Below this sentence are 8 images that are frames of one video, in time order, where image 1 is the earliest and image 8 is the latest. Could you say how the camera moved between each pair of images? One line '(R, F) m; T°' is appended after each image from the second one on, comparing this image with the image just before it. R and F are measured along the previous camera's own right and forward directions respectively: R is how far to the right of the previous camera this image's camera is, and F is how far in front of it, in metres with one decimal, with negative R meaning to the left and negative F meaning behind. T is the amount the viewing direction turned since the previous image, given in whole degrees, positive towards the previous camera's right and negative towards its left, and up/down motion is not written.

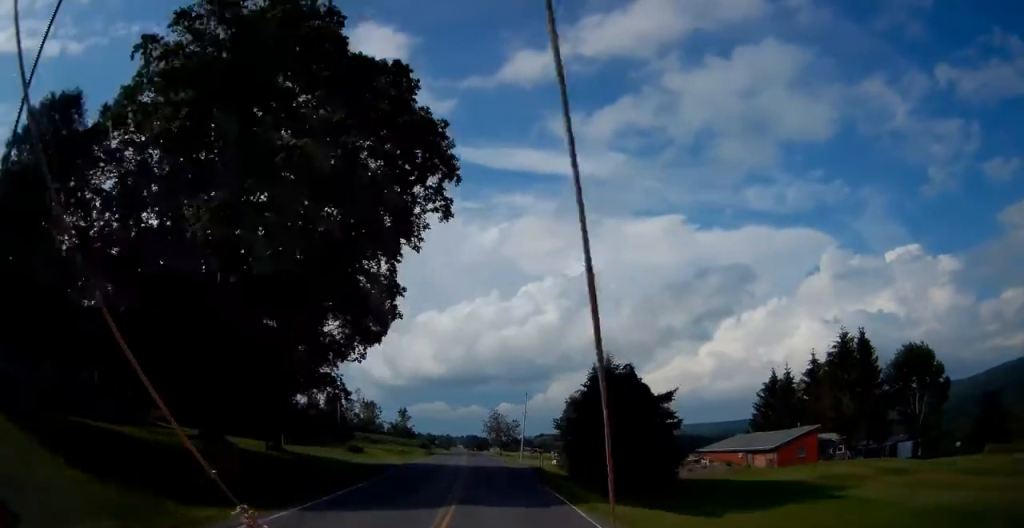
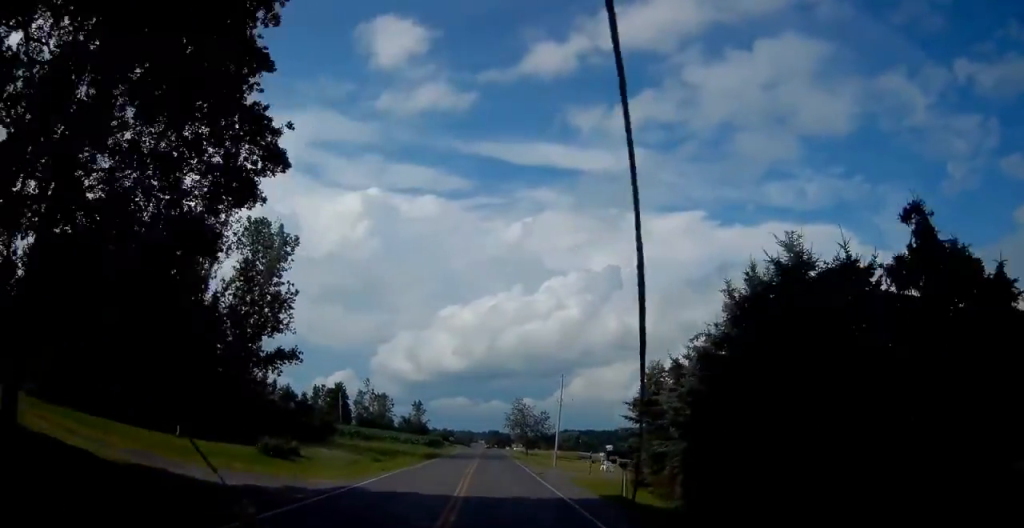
(-0.7, +20.9) m; -3°
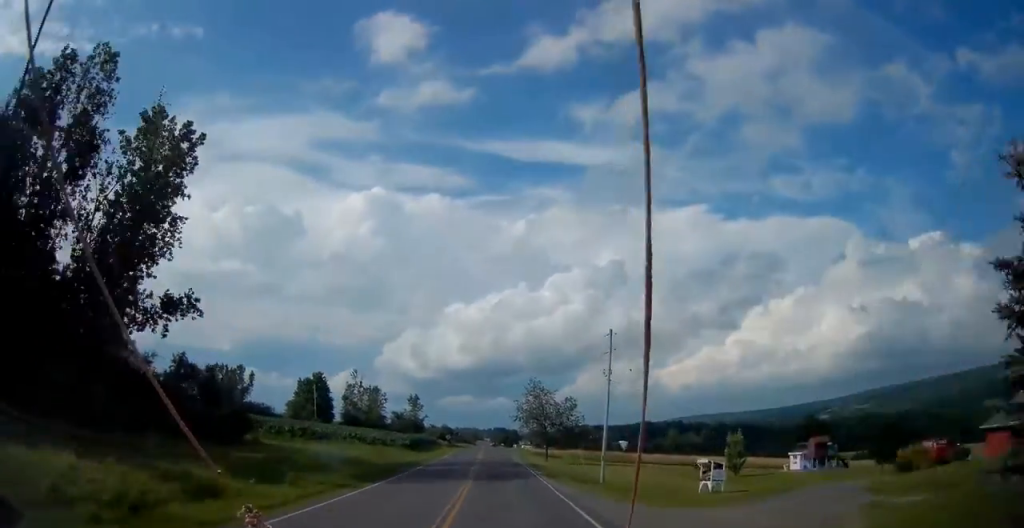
(-0.5, +24.6) m; -1°
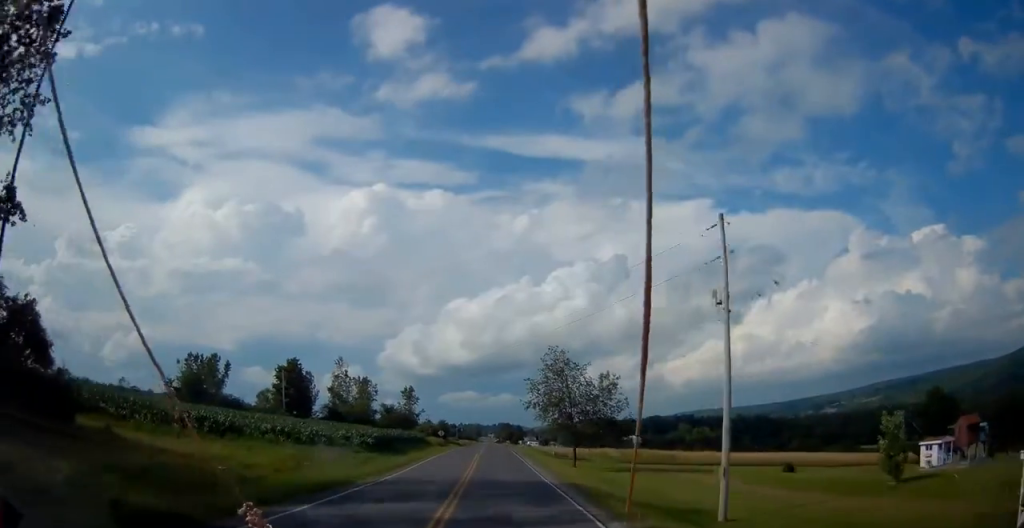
(0.0, +19.9) m; -1°
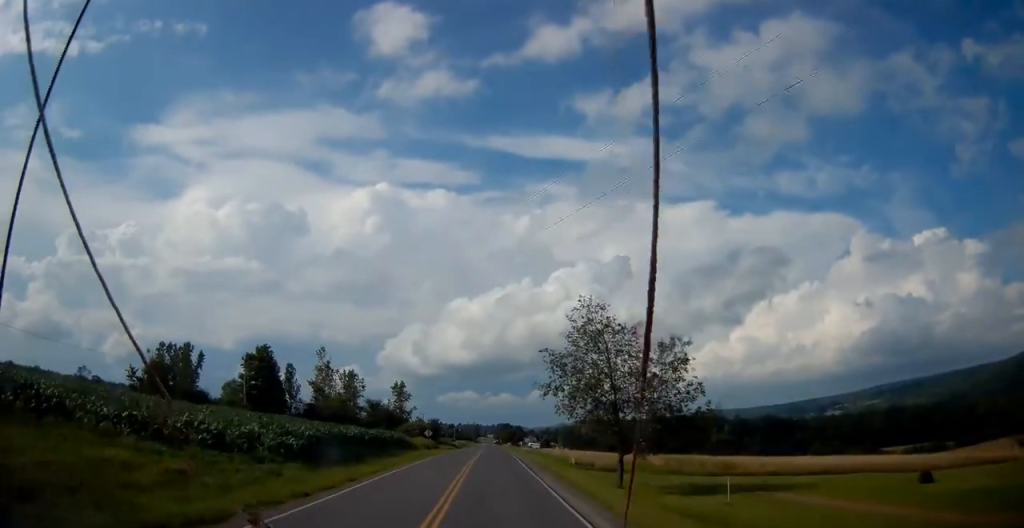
(-0.1, +16.0) m; -1°
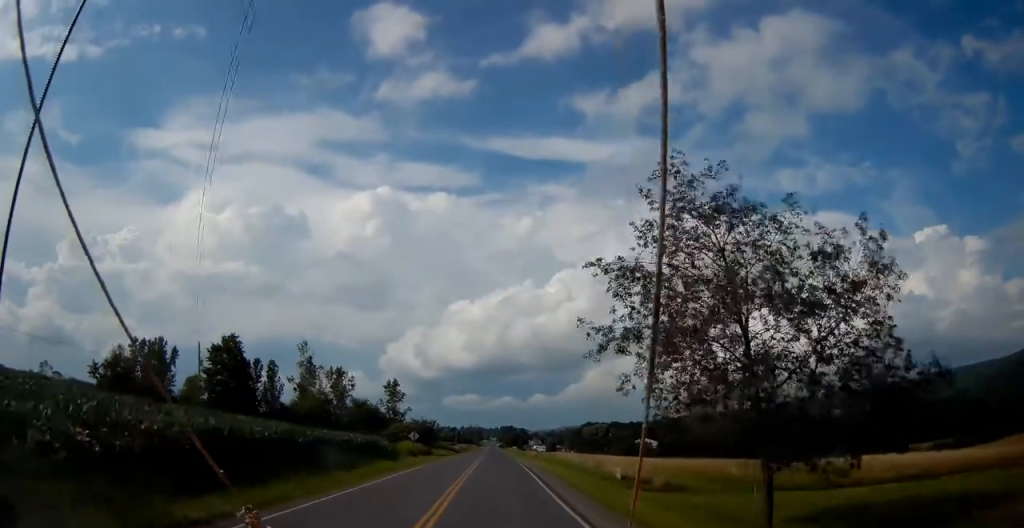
(-0.2, +14.7) m; 0°
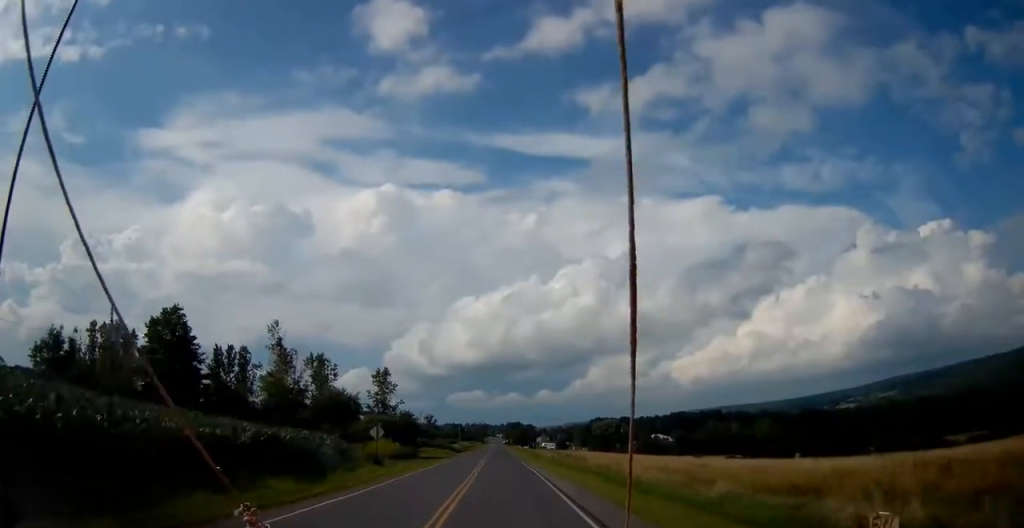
(+0.2, +19.9) m; 0°
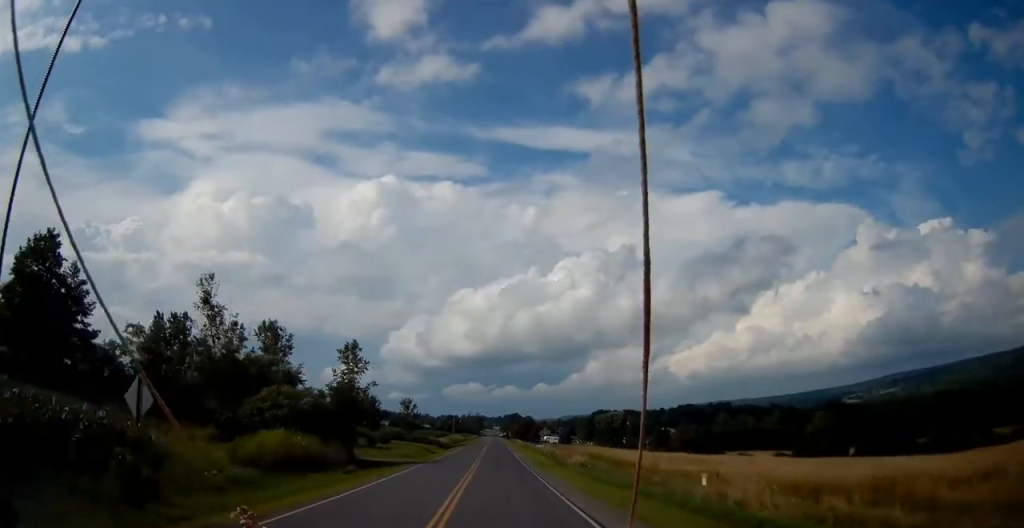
(-0.4, +26.4) m; -1°
